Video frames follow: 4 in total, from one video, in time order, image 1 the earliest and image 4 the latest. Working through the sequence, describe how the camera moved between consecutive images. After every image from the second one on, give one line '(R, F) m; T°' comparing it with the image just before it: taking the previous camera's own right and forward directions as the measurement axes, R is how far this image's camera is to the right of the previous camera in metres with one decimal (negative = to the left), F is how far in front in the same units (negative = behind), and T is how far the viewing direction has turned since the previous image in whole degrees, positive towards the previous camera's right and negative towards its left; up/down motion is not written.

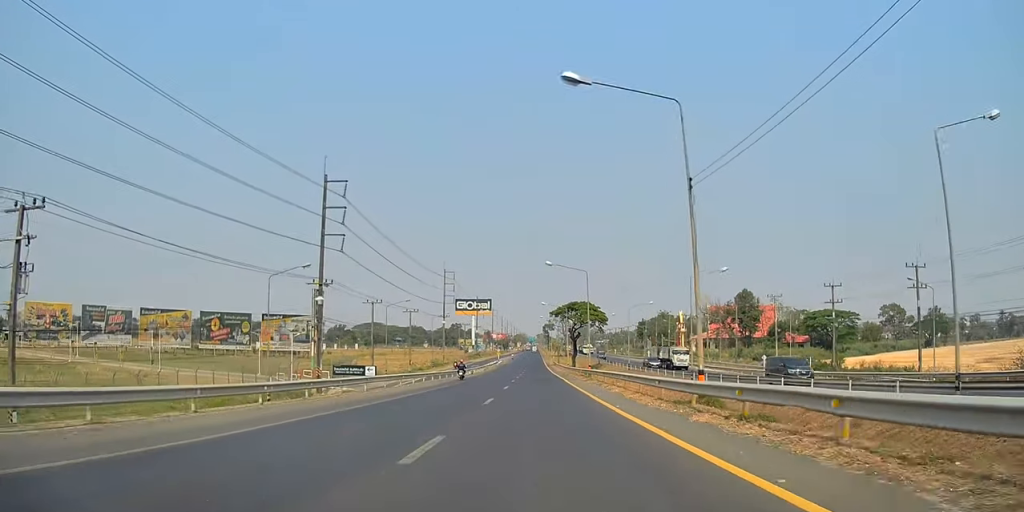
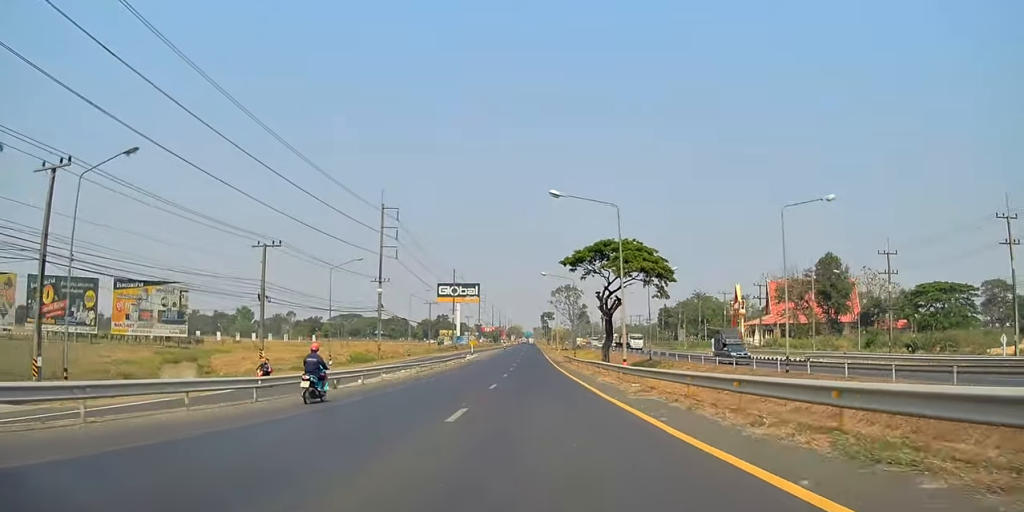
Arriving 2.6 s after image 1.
(0.0, +55.1) m; 0°
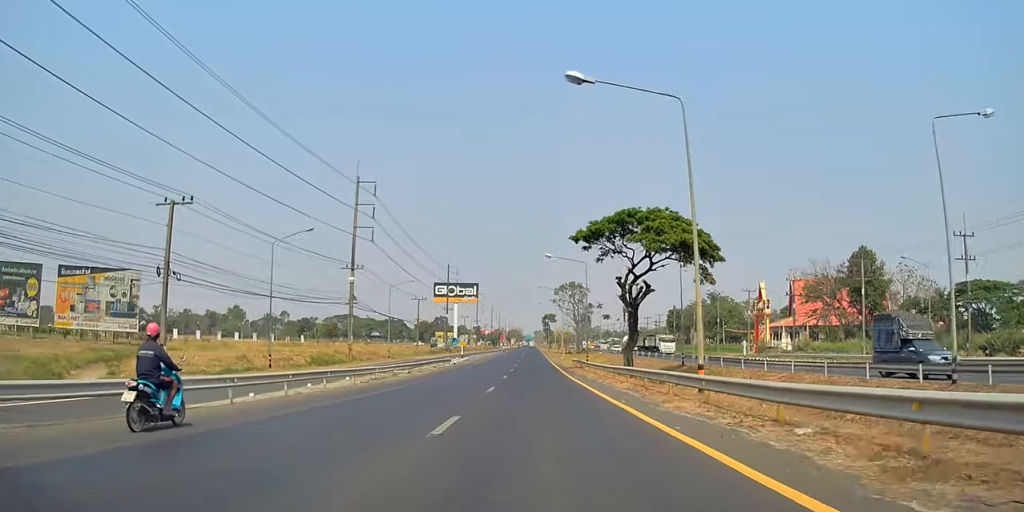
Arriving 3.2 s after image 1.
(-0.2, +13.7) m; 0°
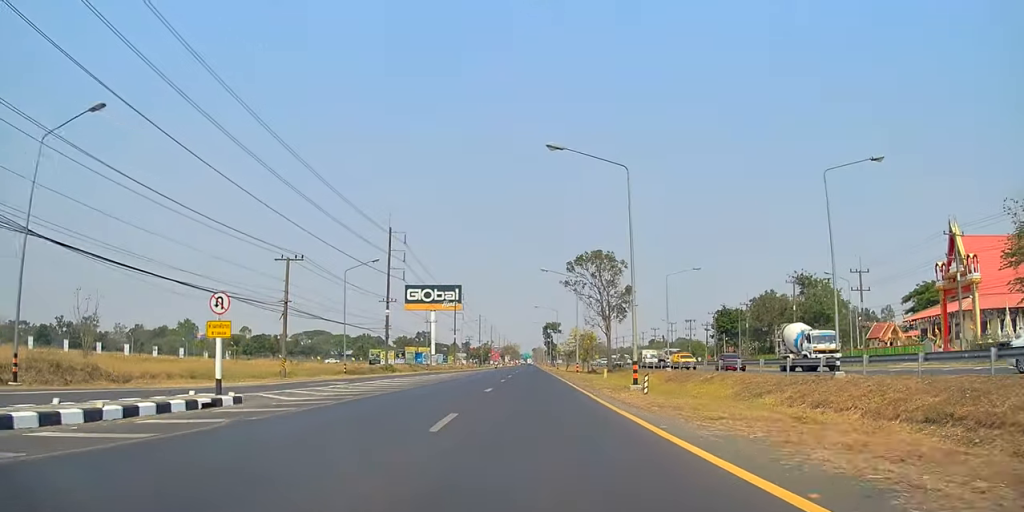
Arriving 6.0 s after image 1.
(+1.4, +59.8) m; +1°
